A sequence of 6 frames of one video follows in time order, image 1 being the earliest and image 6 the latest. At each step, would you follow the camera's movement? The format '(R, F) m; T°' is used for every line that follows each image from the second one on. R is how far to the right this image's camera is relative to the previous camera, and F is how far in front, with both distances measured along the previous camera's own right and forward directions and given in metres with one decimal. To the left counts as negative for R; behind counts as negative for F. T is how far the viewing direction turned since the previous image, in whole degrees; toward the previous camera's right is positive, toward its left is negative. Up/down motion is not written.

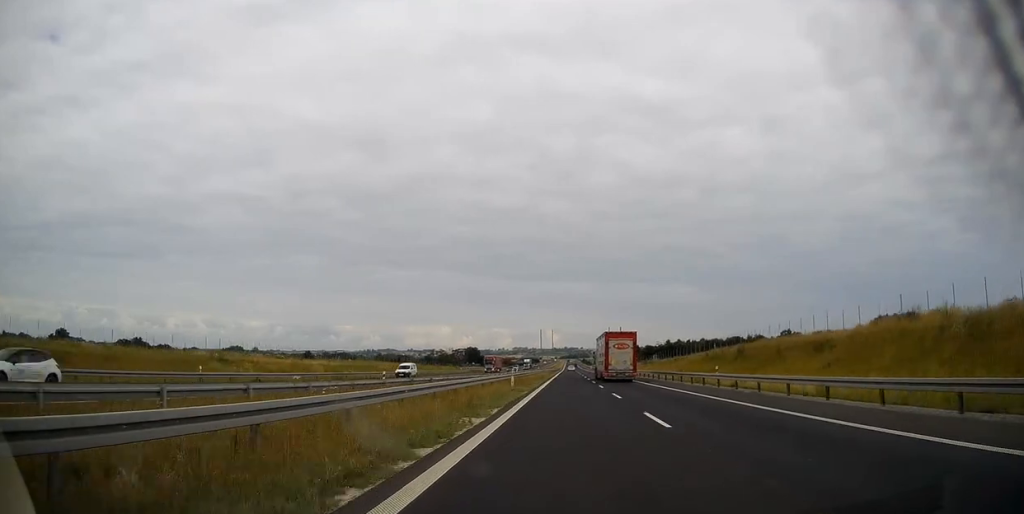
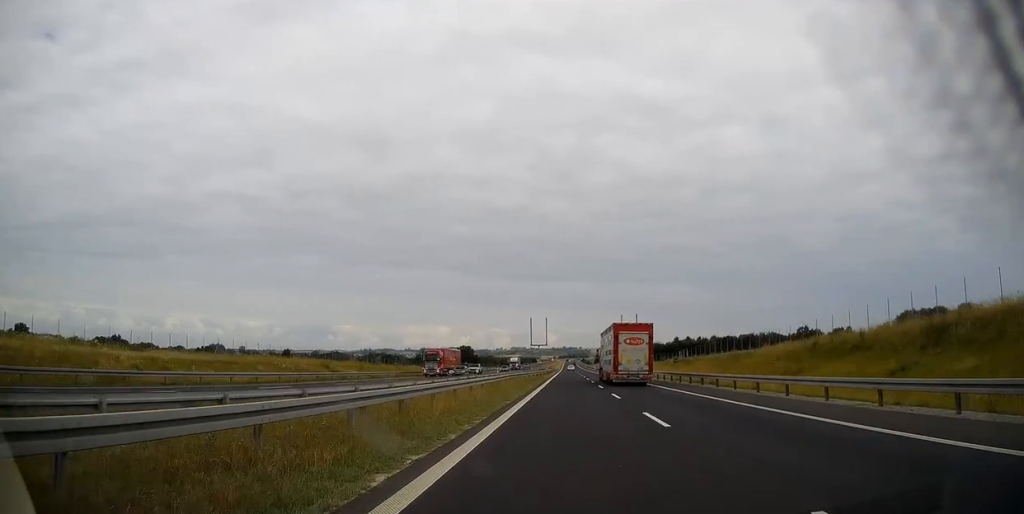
(0.0, +36.1) m; 0°
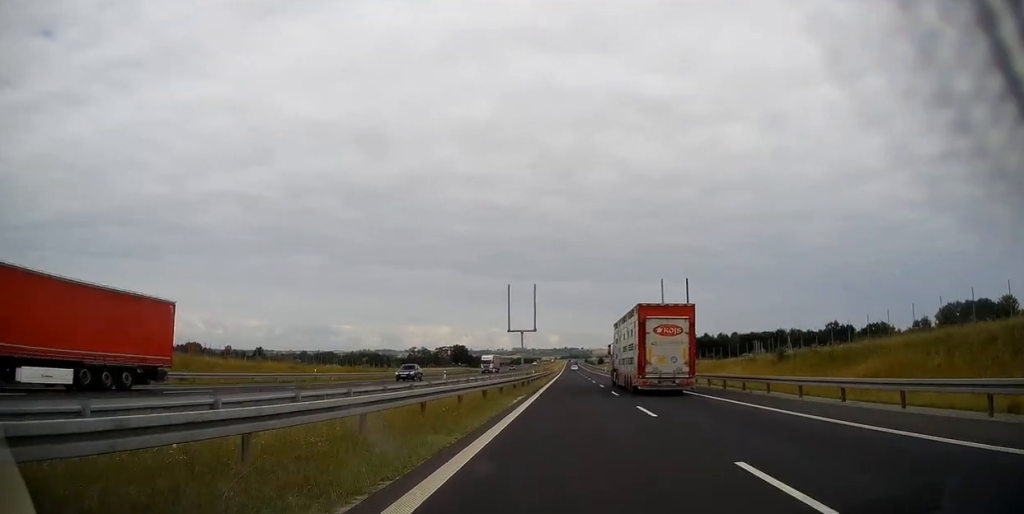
(0.0, +45.6) m; 0°
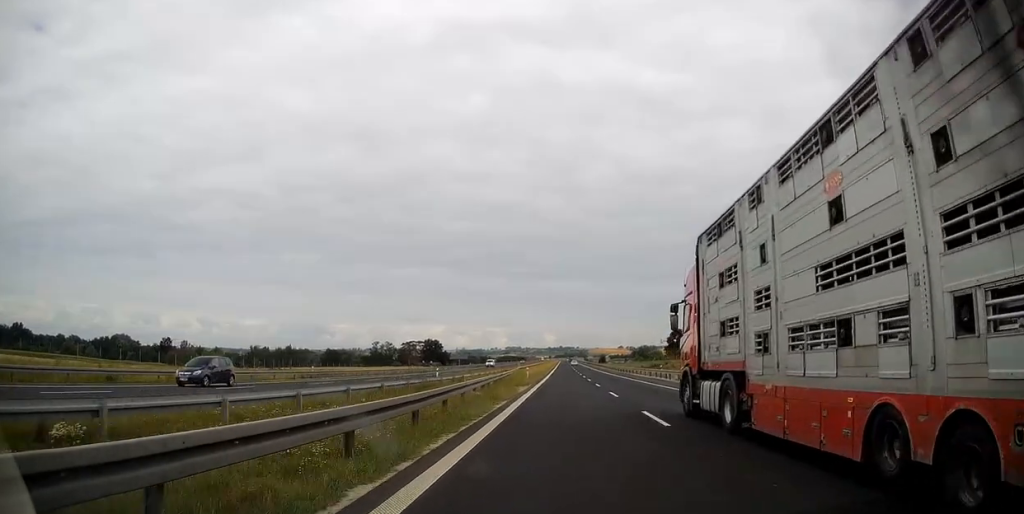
(+0.3, +97.9) m; 0°
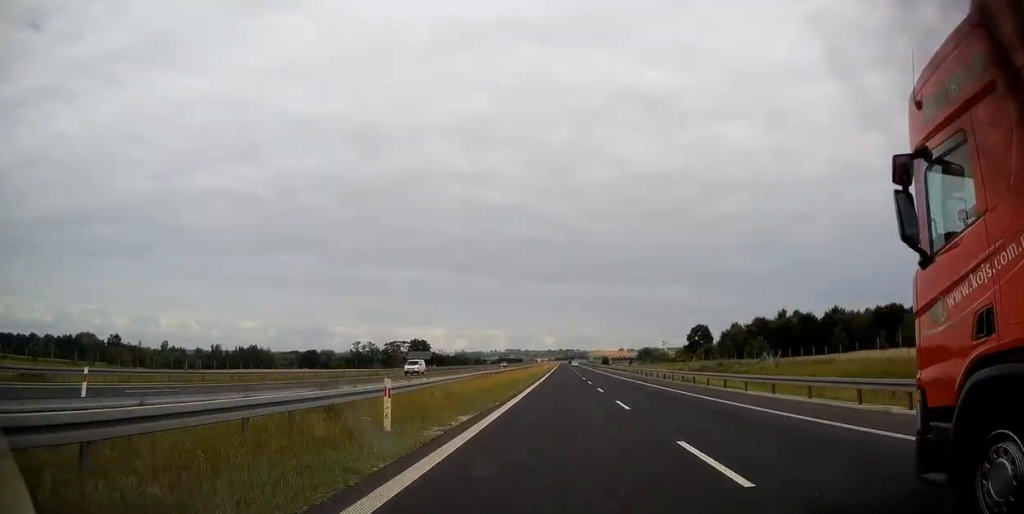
(+0.1, +37.3) m; 0°
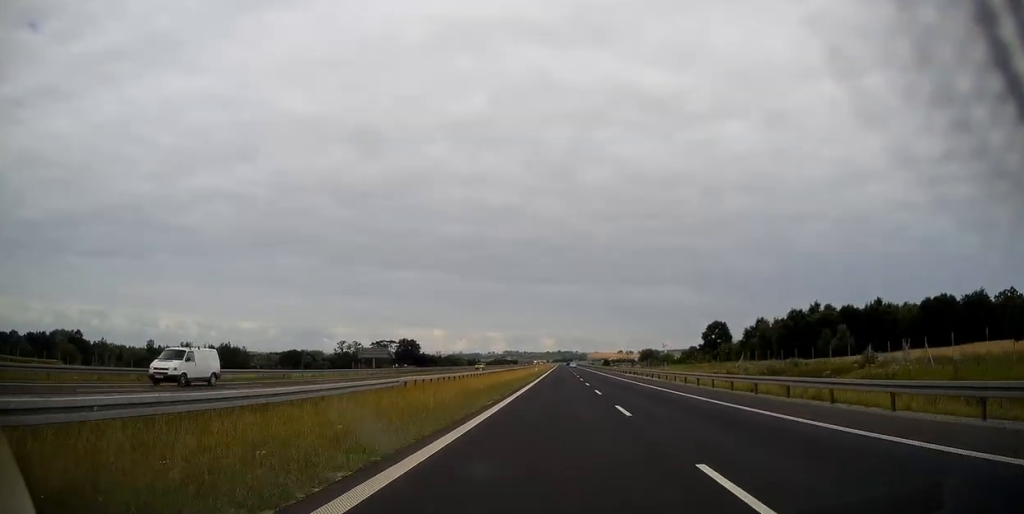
(0.0, +20.5) m; 0°
